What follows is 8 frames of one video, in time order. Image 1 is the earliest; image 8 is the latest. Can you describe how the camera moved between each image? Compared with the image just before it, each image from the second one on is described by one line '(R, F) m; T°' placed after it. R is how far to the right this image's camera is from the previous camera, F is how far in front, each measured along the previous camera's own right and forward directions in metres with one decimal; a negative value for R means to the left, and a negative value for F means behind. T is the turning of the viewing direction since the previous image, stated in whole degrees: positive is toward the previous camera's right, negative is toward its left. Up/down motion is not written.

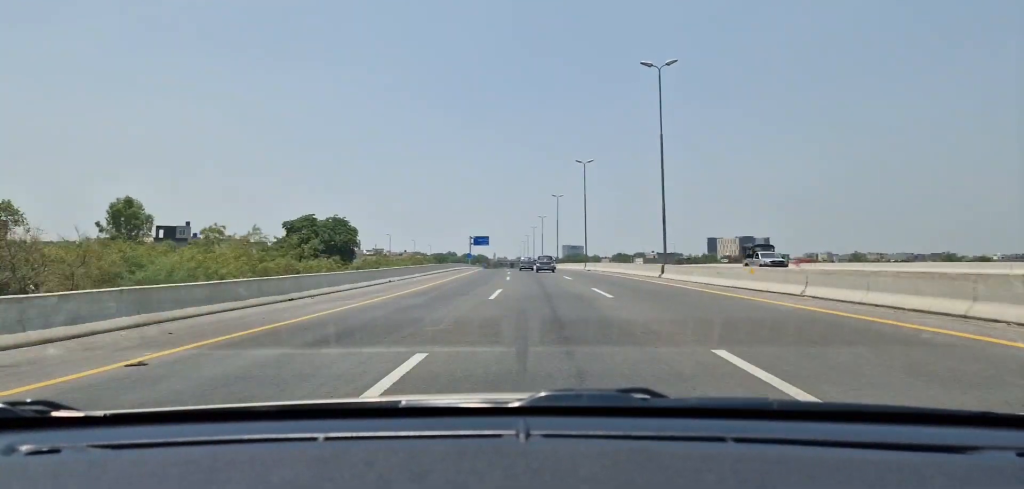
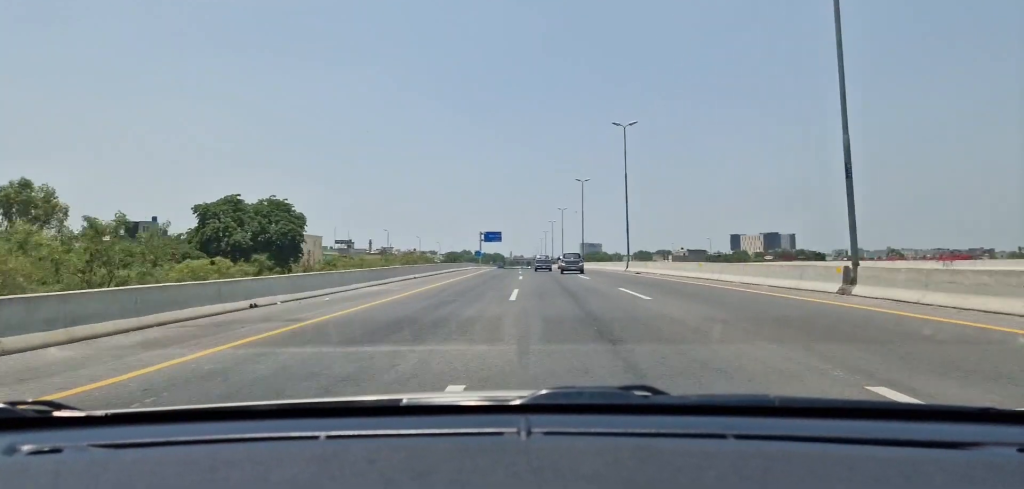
(-0.3, +19.9) m; -1°
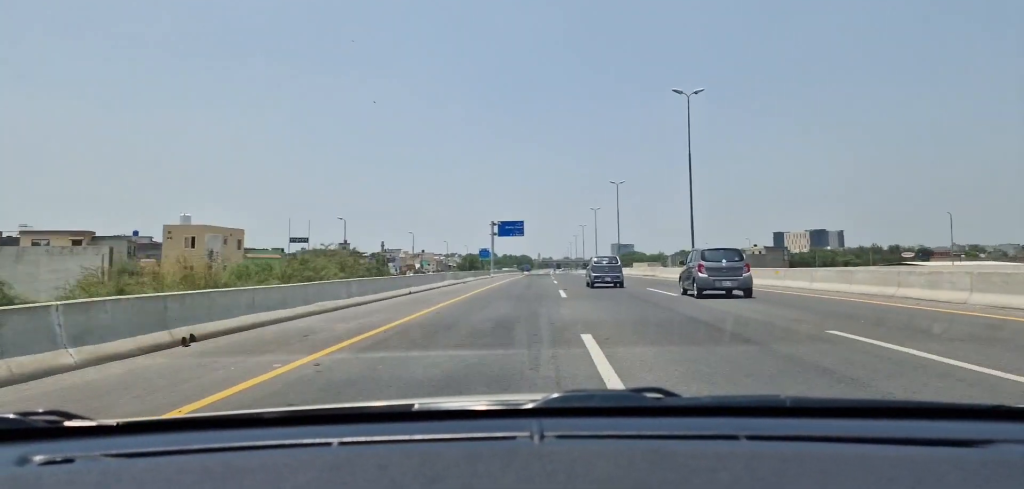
(-0.9, +49.4) m; -1°
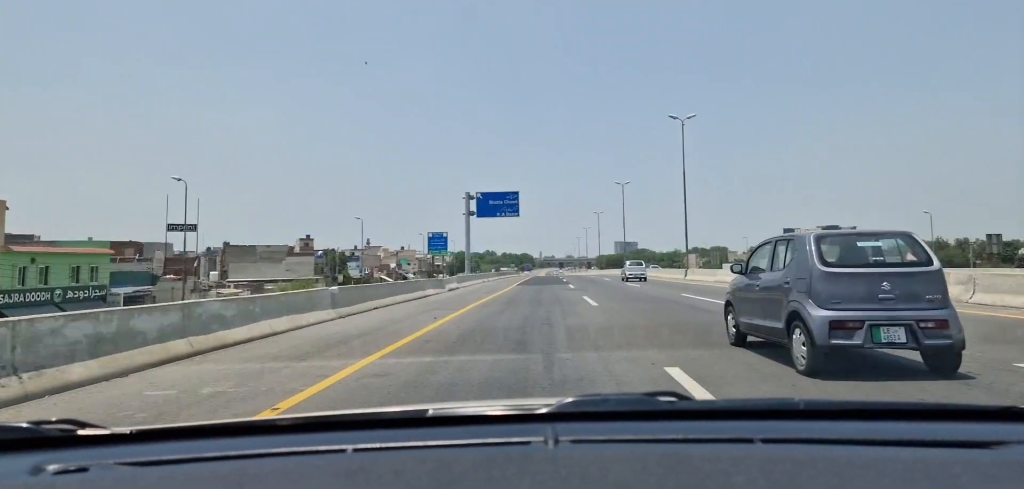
(+0.2, +39.8) m; +1°
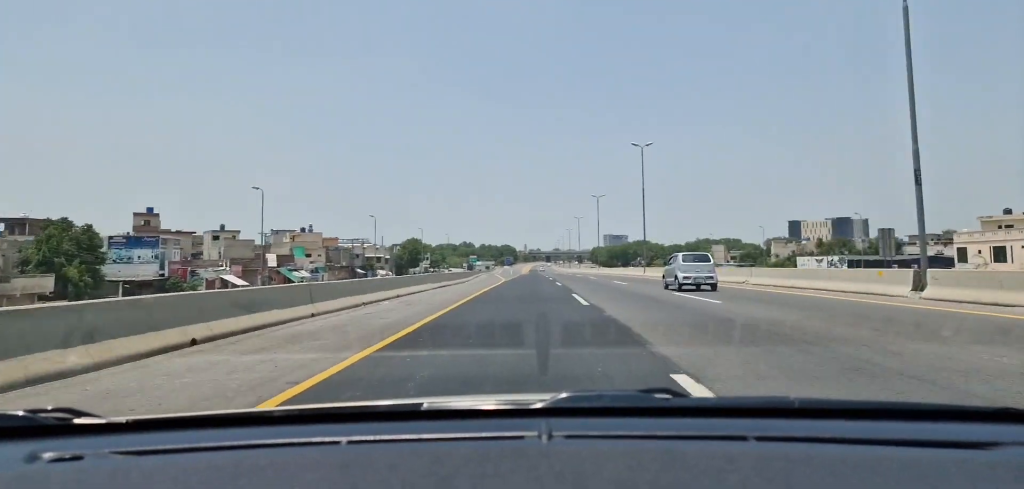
(+0.9, +74.4) m; +1°
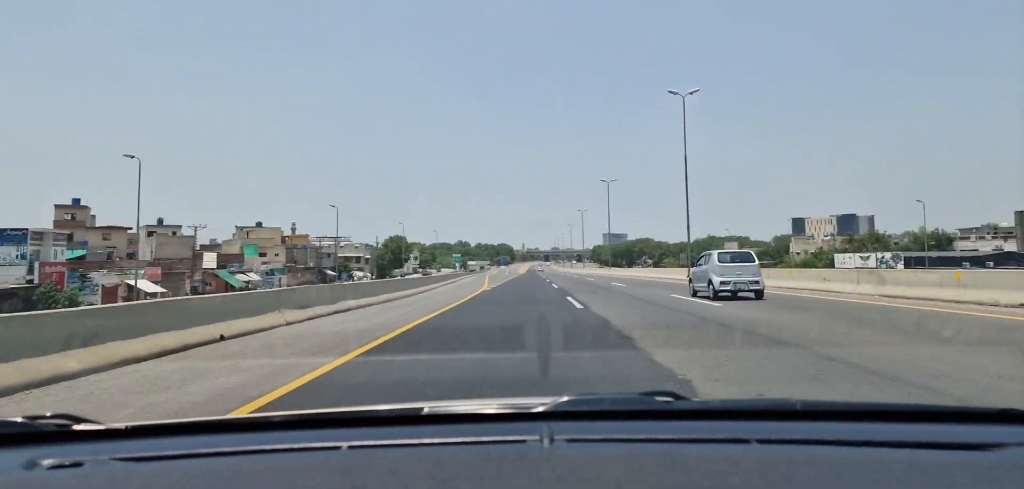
(+0.1, +18.5) m; 0°
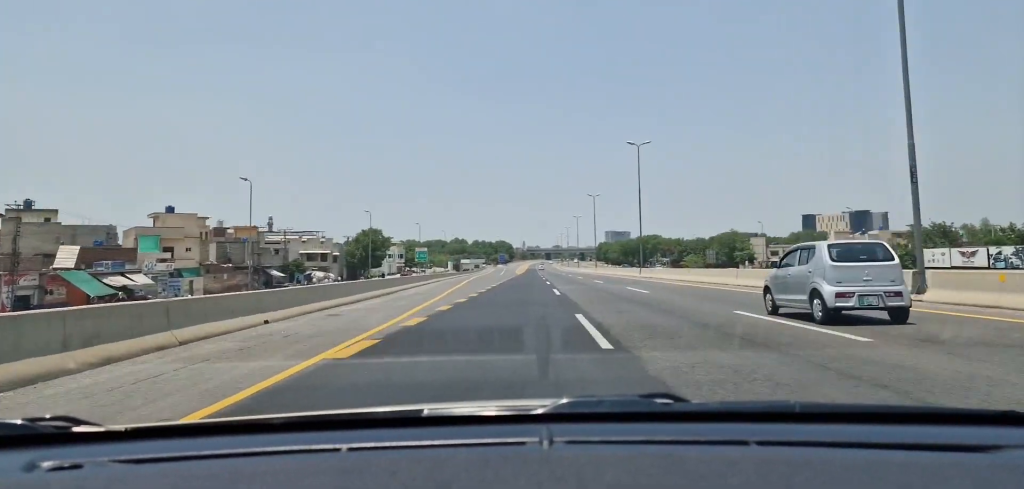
(+0.2, +27.3) m; 0°
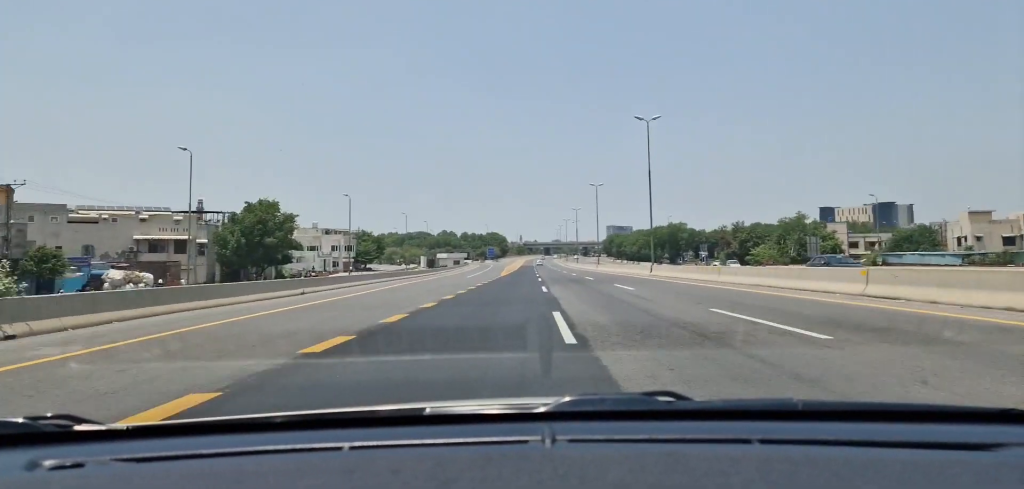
(-0.1, +54.2) m; +1°
